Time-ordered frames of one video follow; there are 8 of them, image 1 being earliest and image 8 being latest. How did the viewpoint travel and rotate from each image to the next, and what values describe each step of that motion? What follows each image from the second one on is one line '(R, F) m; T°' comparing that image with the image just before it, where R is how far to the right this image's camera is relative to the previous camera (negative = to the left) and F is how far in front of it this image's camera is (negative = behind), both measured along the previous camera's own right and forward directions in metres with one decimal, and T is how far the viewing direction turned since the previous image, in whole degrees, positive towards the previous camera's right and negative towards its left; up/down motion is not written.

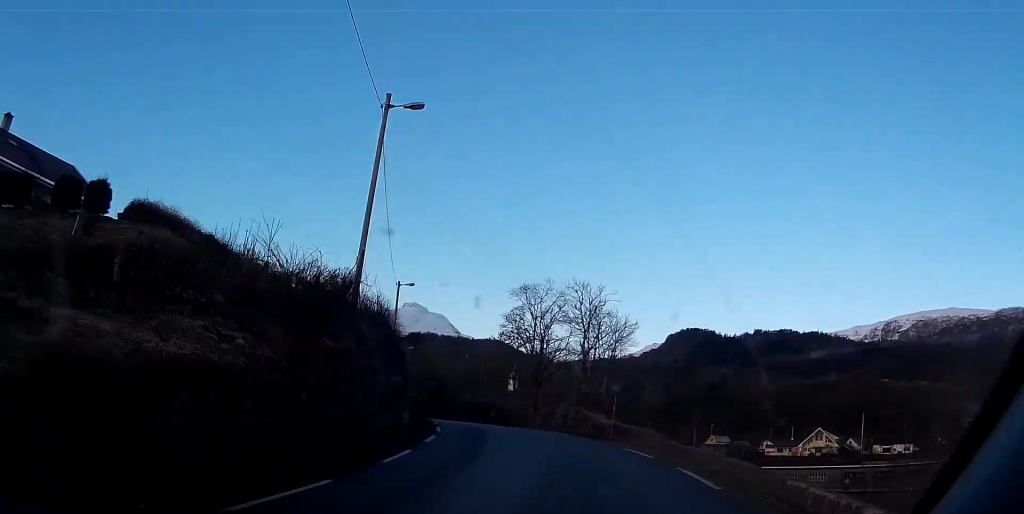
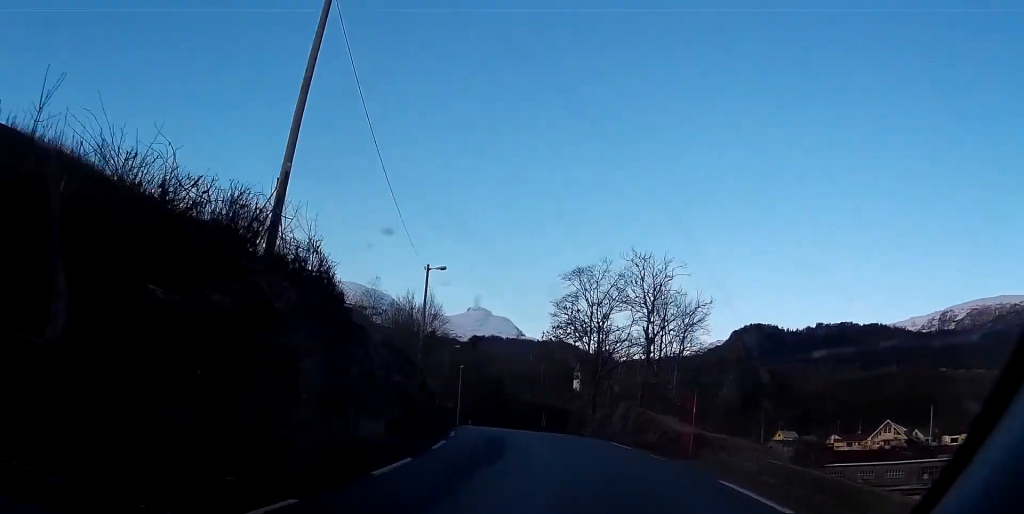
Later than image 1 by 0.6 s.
(0.0, +8.4) m; 0°
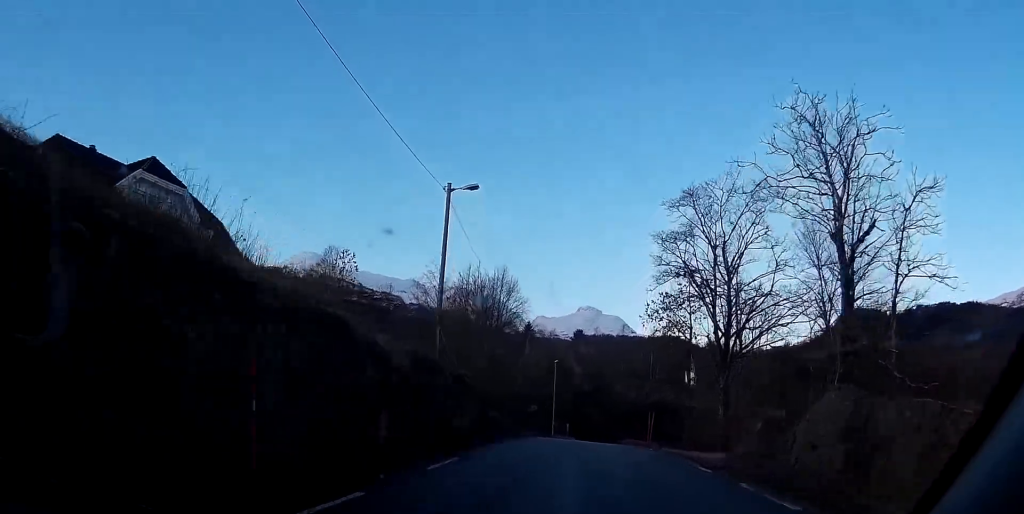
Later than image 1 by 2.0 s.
(-0.1, +18.1) m; -4°
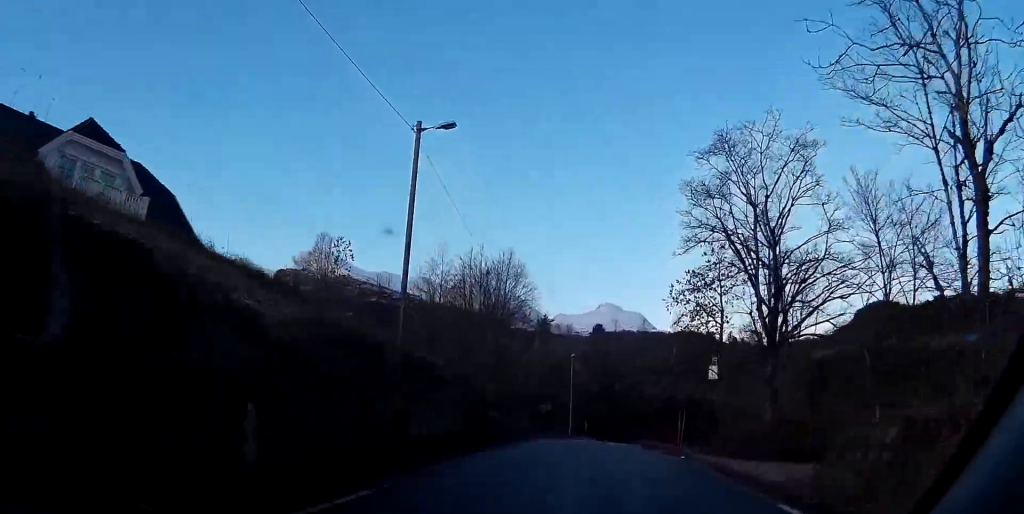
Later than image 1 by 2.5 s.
(+0.3, +6.3) m; -4°
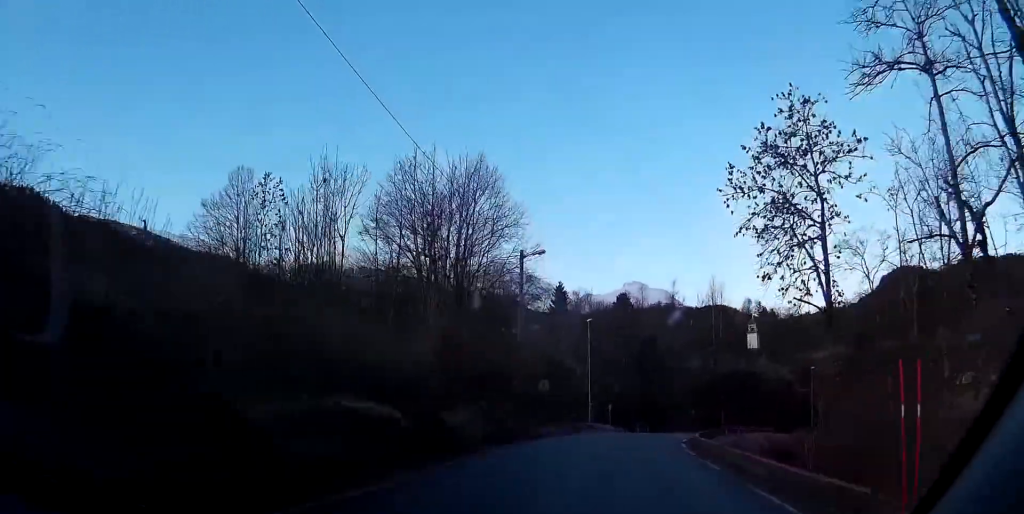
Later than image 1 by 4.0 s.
(-3.0, +18.3) m; -14°
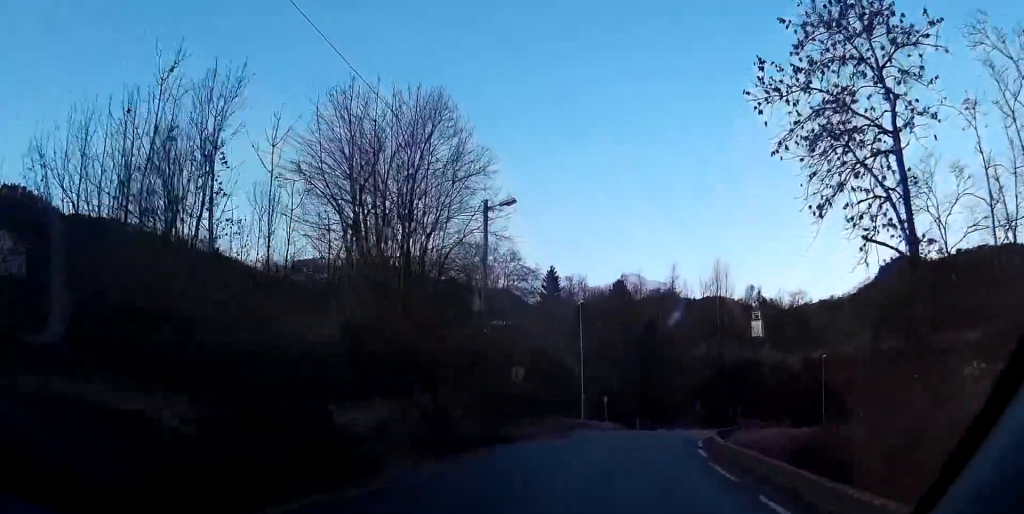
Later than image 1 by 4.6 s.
(-0.4, +7.8) m; -3°
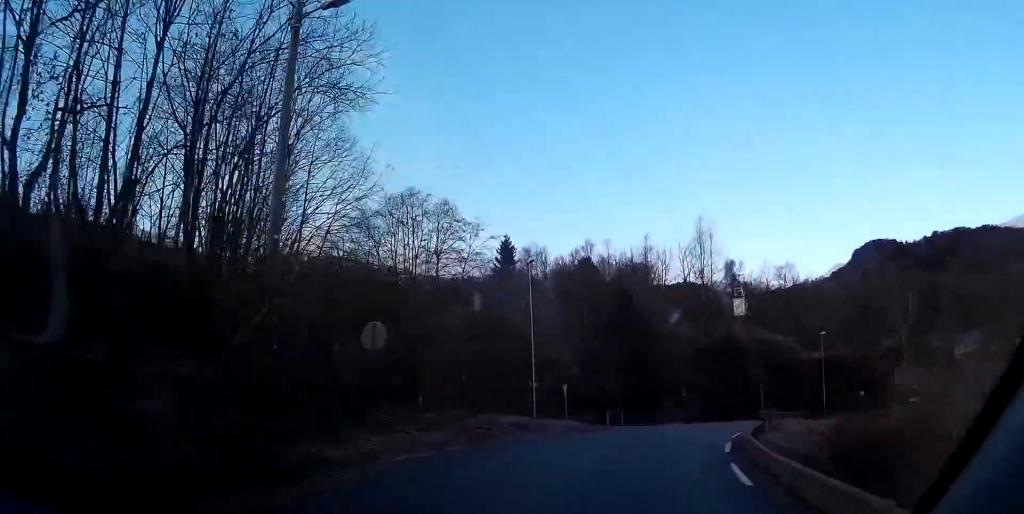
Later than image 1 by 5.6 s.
(-0.1, +13.4) m; 0°
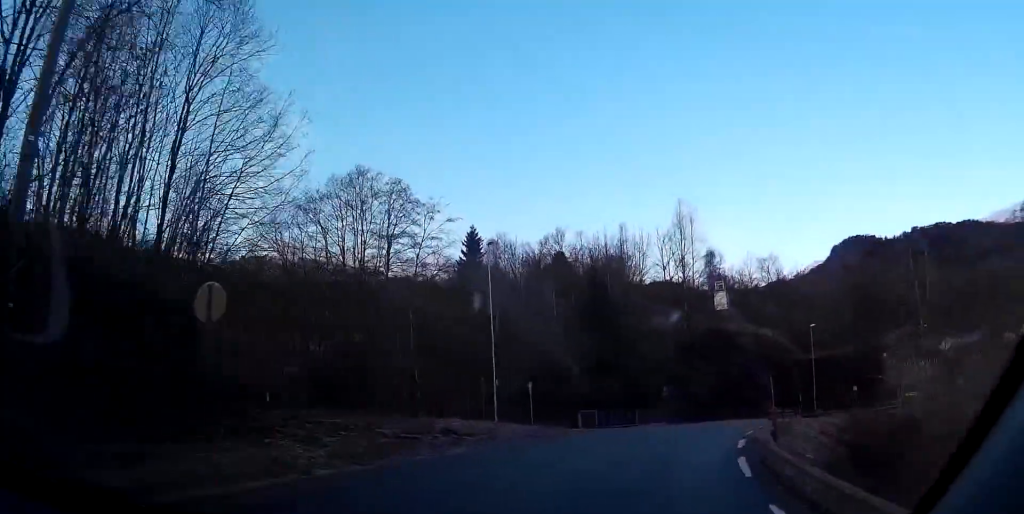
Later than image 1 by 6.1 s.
(0.0, +5.3) m; 0°
